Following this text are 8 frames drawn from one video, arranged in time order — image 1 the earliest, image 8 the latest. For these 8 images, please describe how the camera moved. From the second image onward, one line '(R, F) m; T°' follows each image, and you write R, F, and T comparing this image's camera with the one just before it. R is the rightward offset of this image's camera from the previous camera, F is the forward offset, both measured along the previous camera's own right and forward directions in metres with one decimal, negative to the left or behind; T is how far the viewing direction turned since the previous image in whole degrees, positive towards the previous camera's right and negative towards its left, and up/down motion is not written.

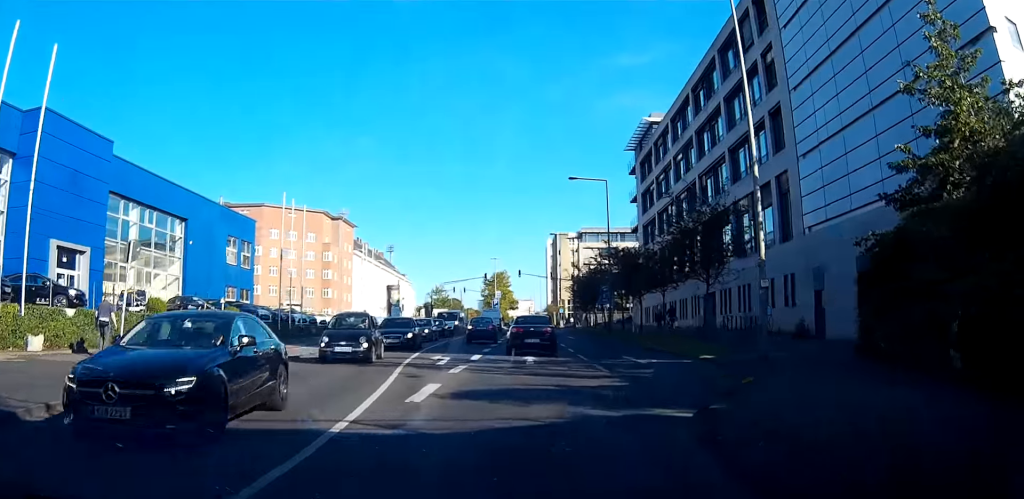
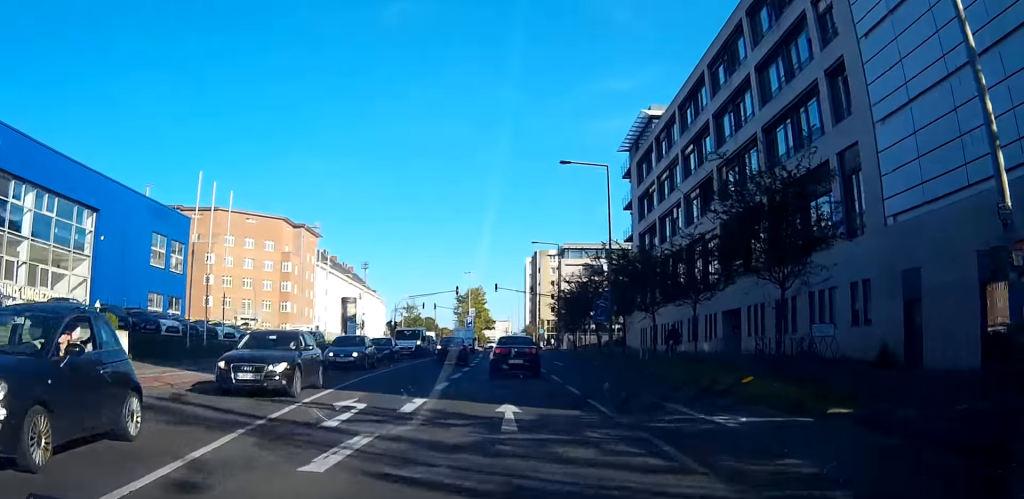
(-0.2, +11.8) m; +1°
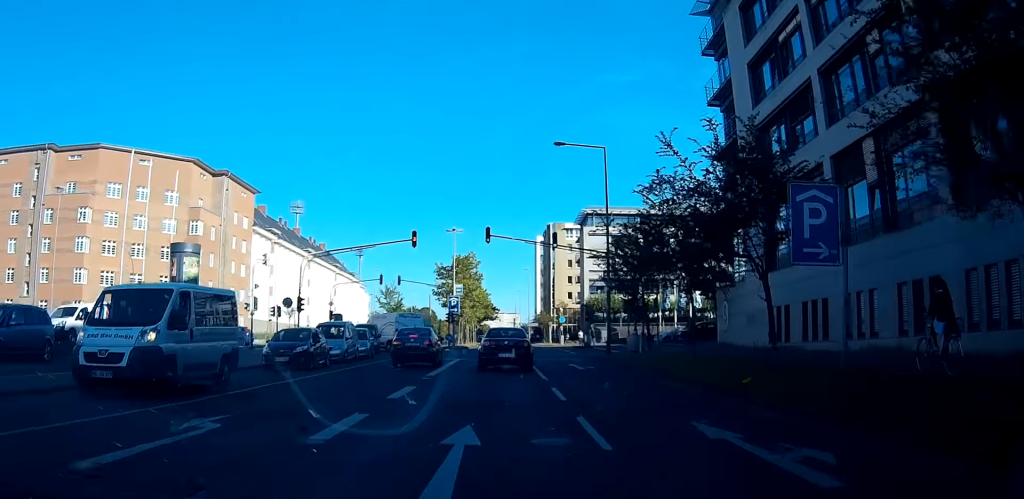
(+1.5, +37.5) m; -1°
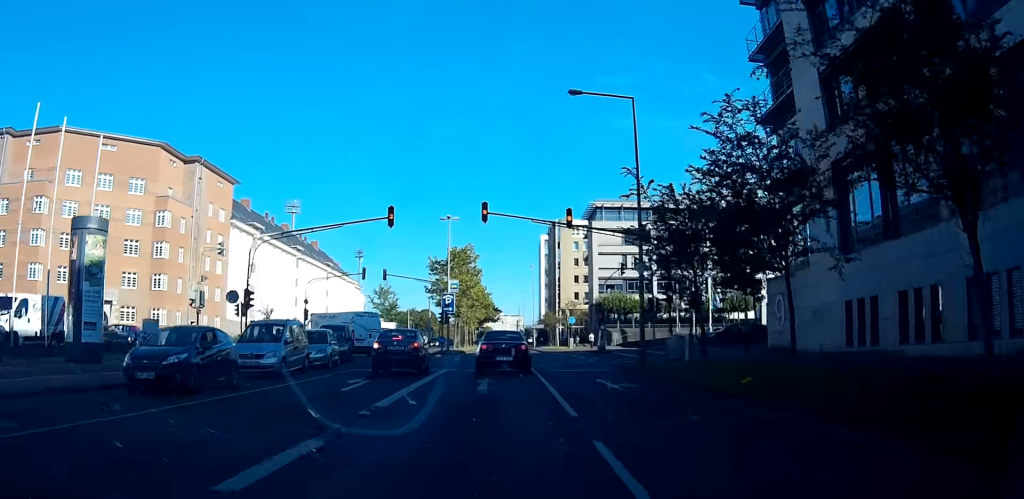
(-0.3, +9.0) m; -3°
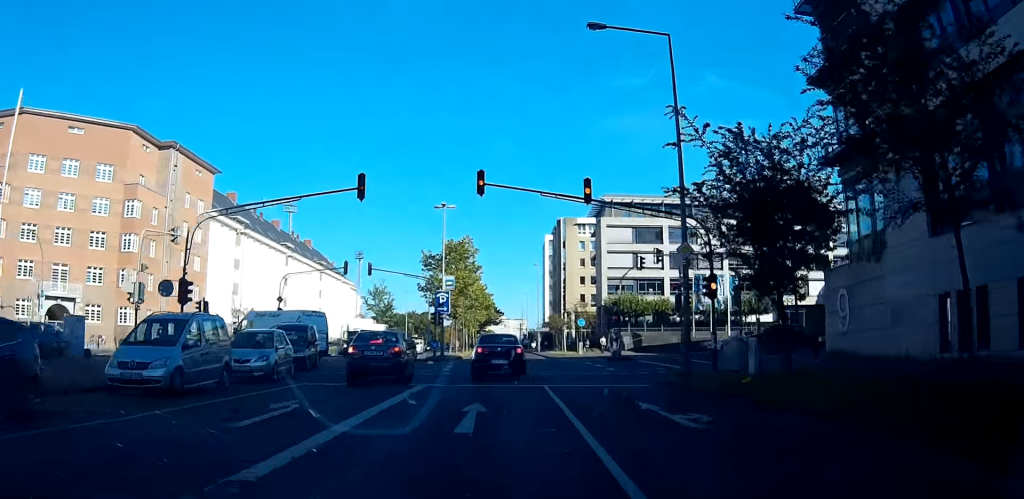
(-0.2, +7.1) m; -2°
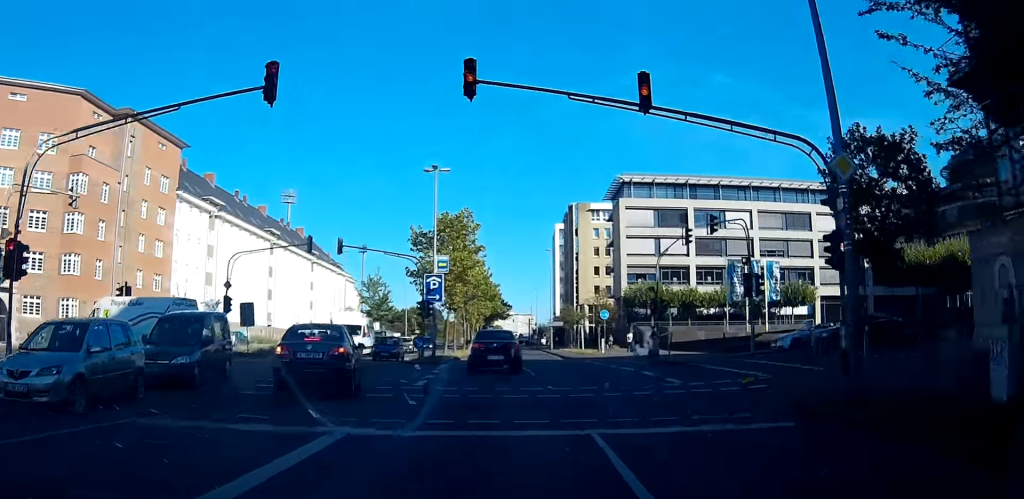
(-0.2, +11.1) m; -3°
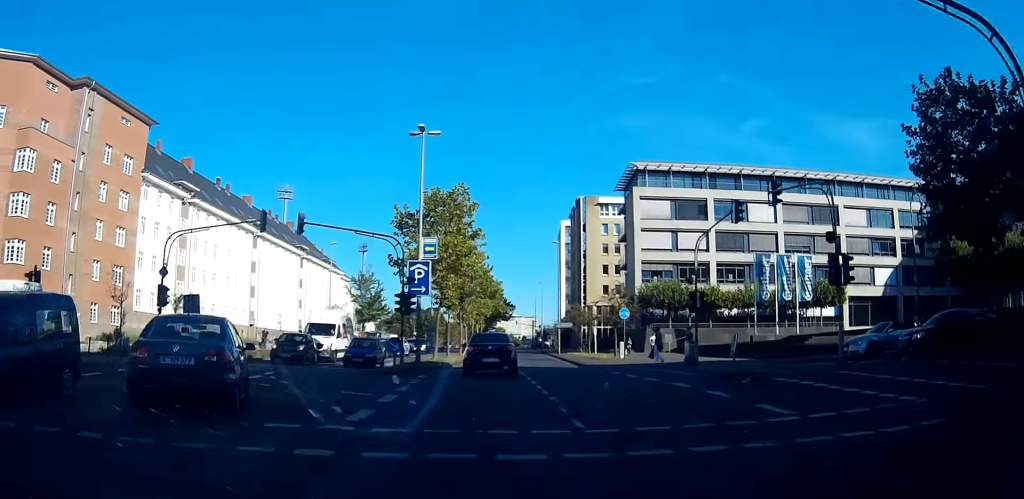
(-0.1, +8.2) m; -2°
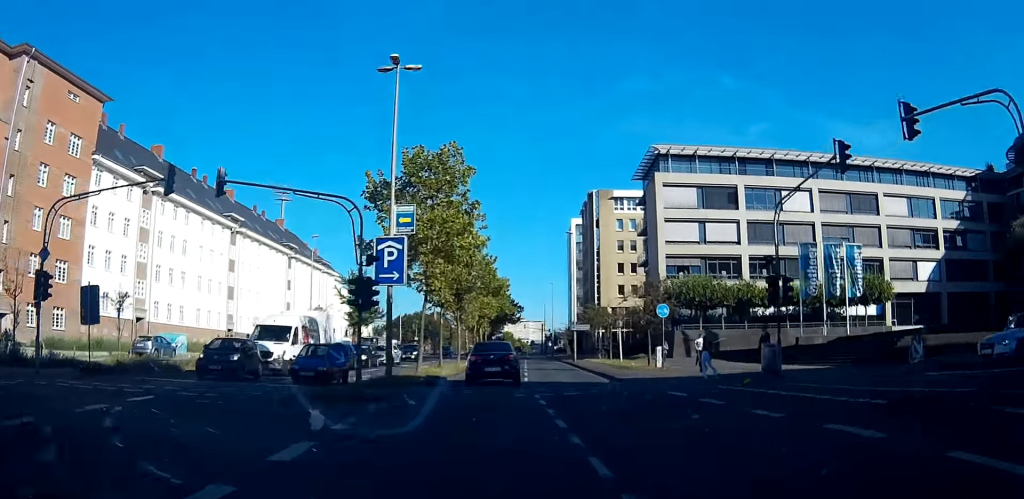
(-0.5, +9.5) m; -1°
